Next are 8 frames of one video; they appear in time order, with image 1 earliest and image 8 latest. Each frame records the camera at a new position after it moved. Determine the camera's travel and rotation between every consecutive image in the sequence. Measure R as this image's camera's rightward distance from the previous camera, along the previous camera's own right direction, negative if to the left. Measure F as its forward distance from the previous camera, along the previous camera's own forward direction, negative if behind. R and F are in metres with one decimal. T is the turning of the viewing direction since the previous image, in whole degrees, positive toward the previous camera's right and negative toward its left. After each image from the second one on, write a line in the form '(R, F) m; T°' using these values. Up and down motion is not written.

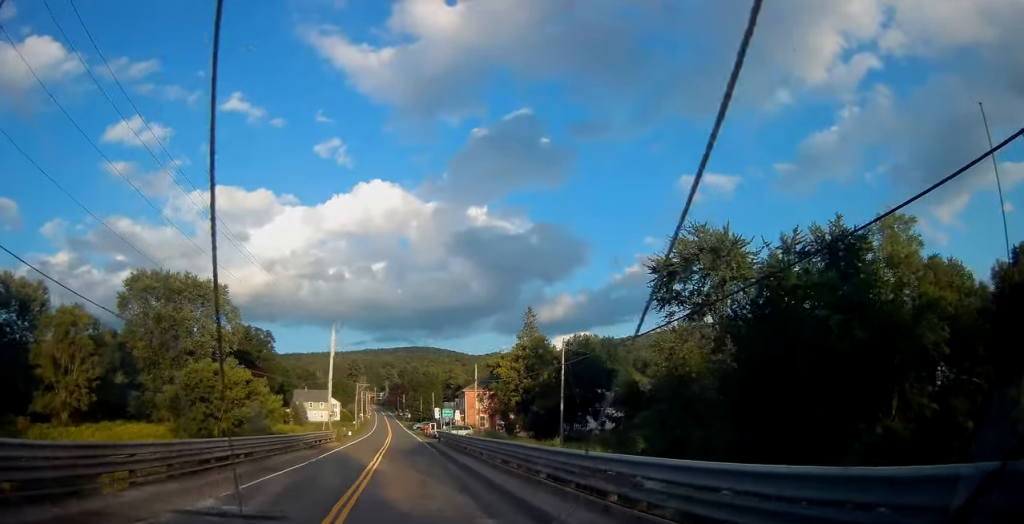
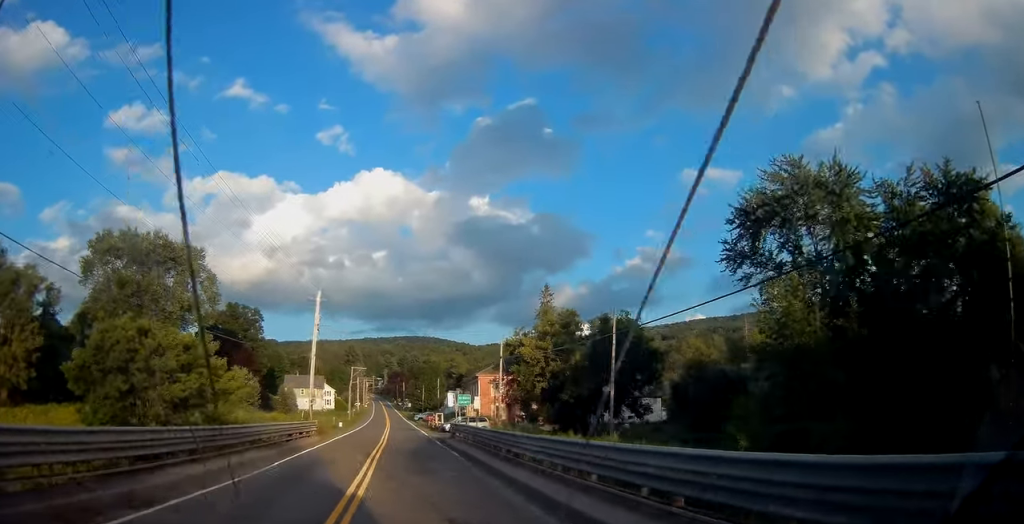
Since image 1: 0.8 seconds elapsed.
(0.0, +13.1) m; 0°
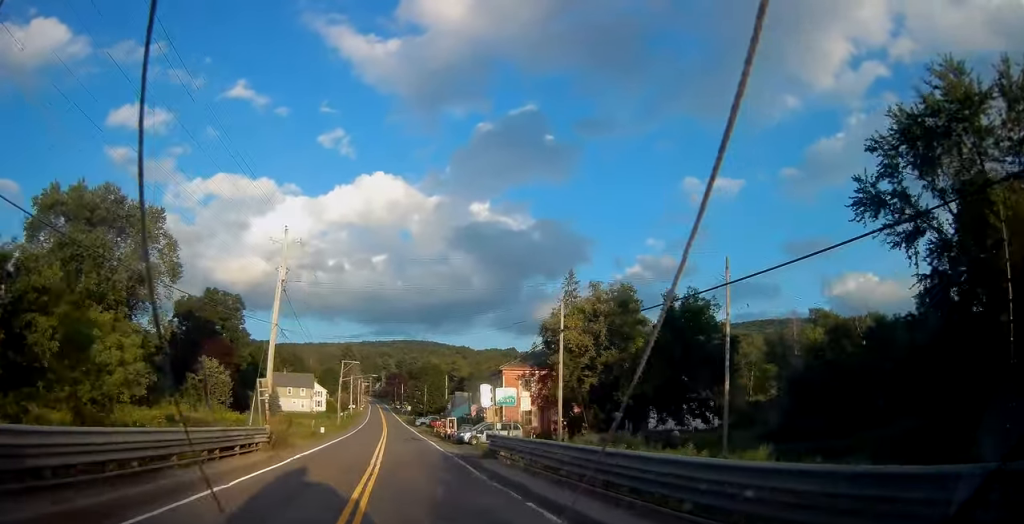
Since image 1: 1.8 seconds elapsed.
(0.0, +15.9) m; 0°
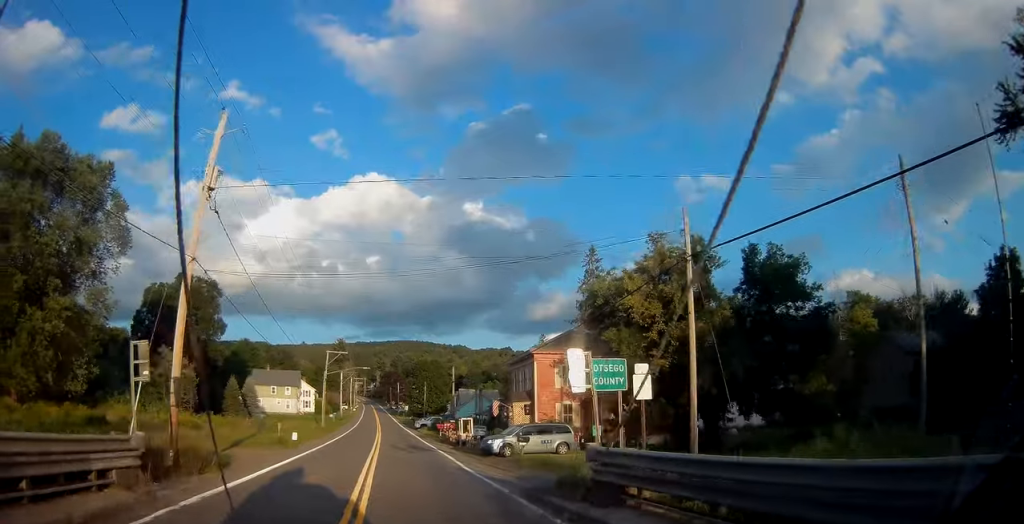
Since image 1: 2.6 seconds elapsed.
(0.0, +13.2) m; +1°
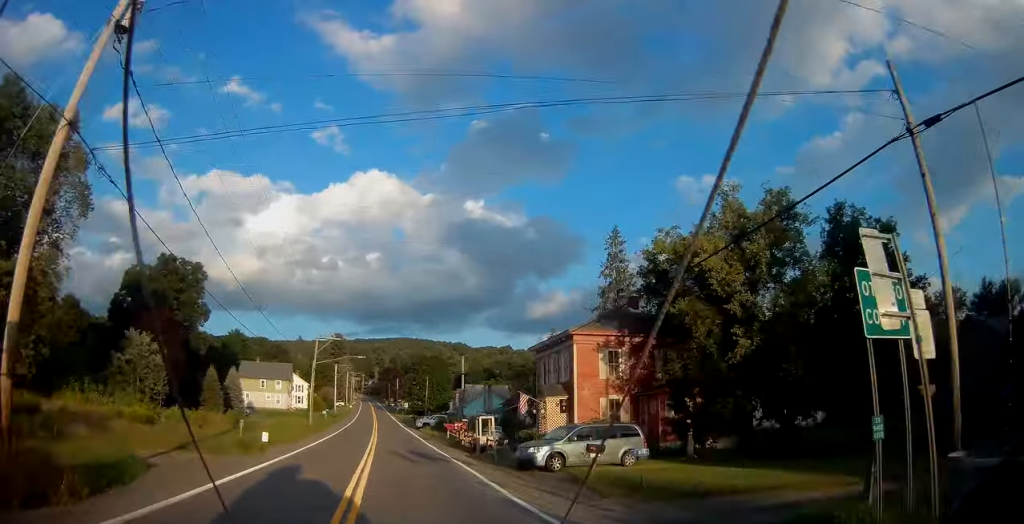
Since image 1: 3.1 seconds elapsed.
(+0.1, +8.8) m; +1°
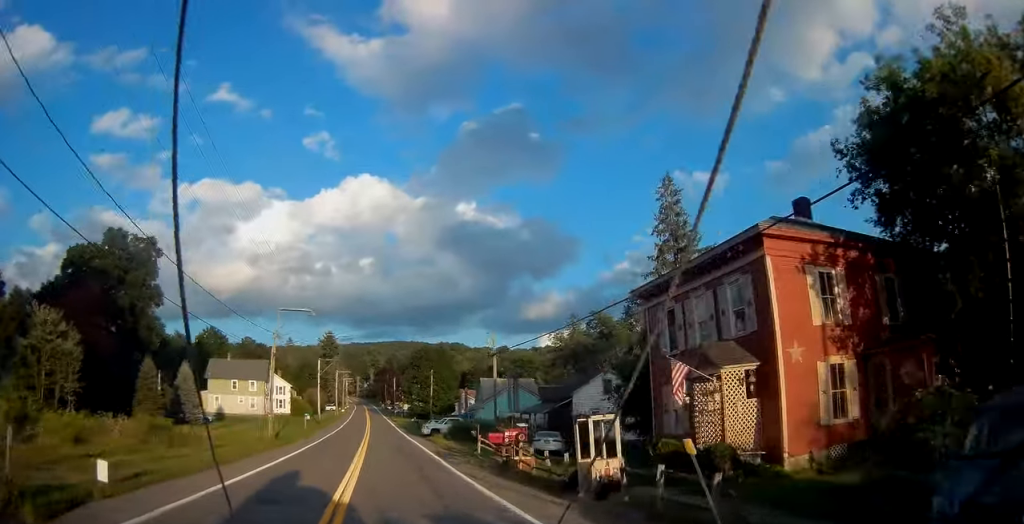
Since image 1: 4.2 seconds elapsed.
(+0.3, +17.7) m; 0°
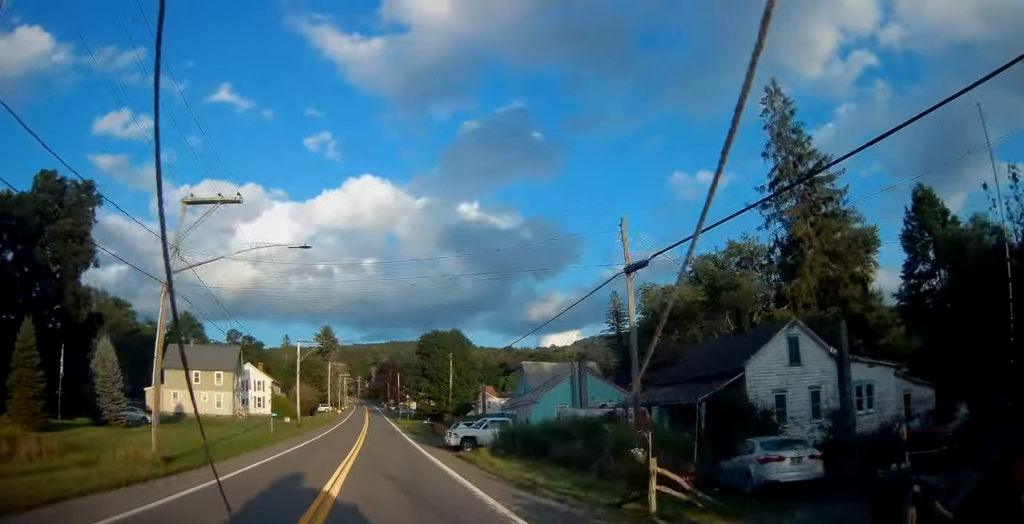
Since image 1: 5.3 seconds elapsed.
(-0.4, +19.4) m; -1°
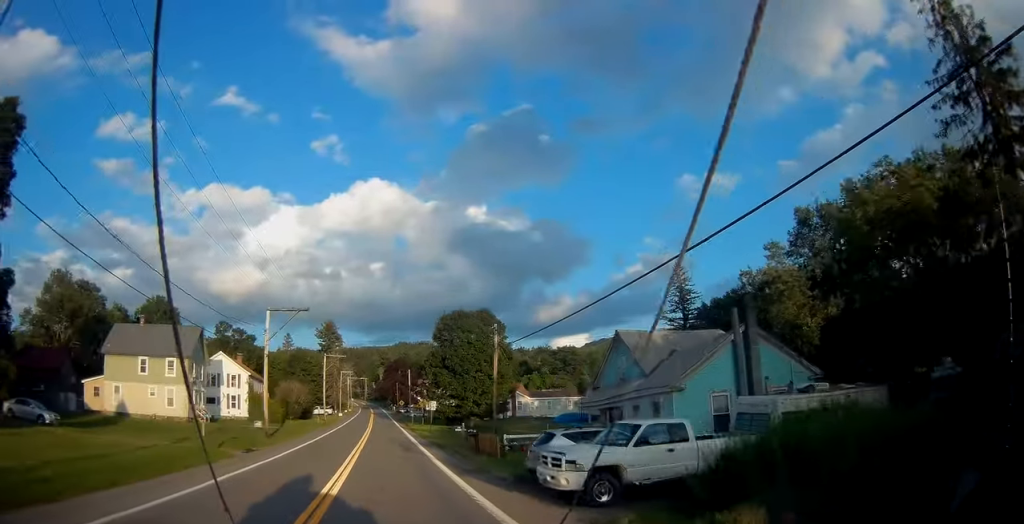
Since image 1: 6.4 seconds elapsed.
(+0.2, +18.3) m; 0°
